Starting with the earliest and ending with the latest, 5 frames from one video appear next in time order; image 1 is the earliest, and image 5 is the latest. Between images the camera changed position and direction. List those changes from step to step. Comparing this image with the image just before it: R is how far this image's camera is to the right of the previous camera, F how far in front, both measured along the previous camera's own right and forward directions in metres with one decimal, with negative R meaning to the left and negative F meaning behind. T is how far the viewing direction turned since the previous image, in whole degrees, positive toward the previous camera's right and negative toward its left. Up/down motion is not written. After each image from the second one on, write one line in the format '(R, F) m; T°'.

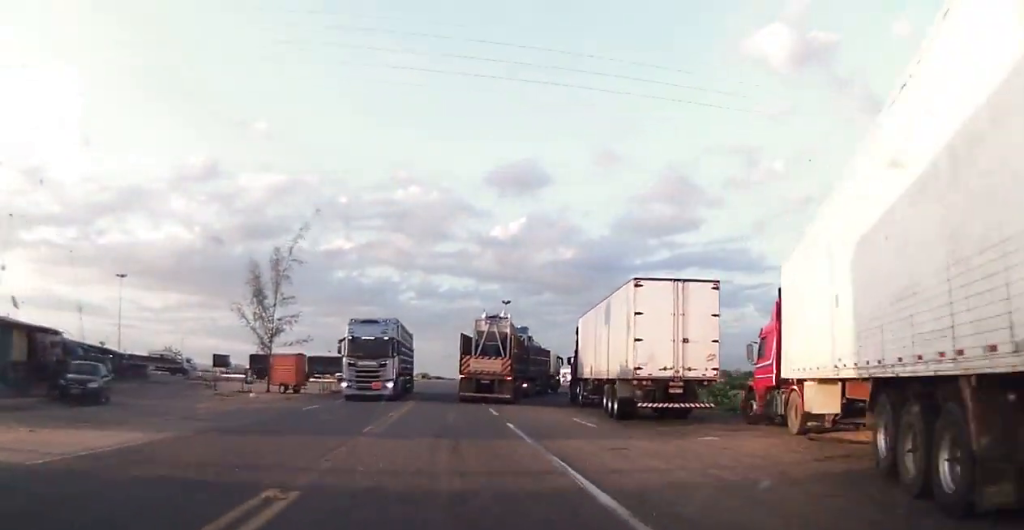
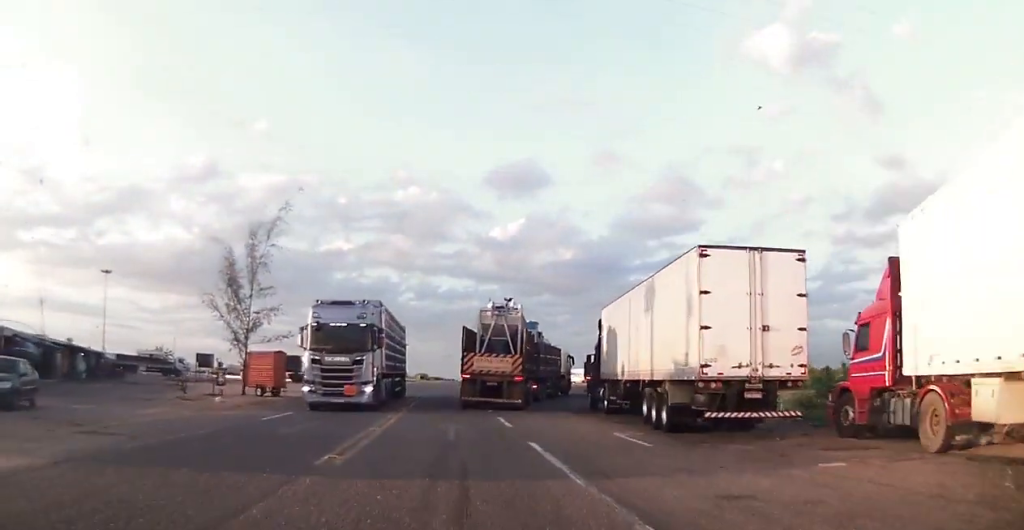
(0.0, +5.8) m; +1°
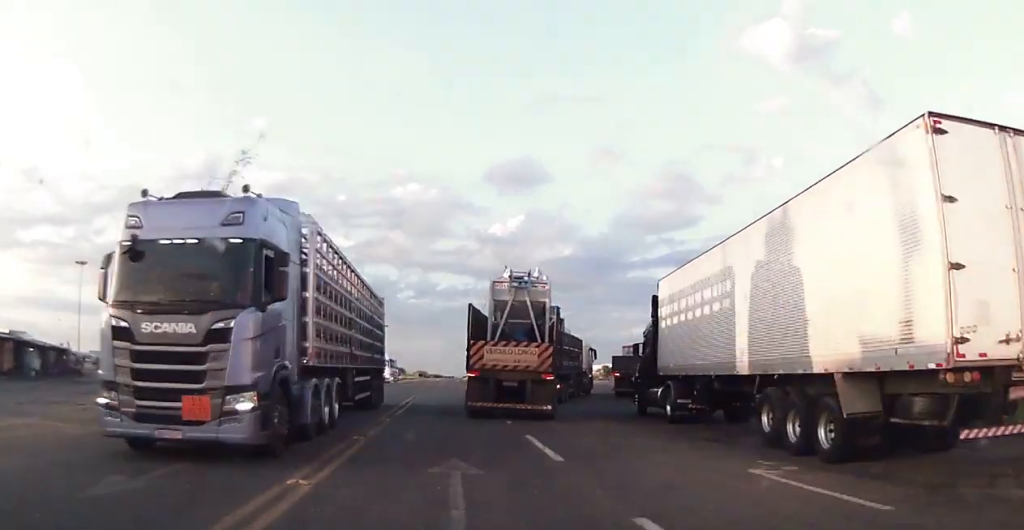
(+0.1, +9.7) m; +1°
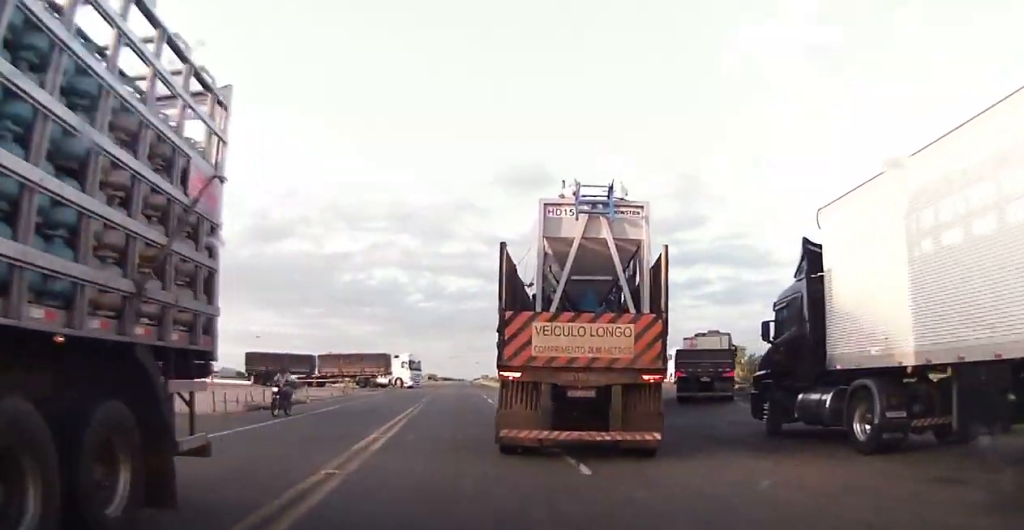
(0.0, +11.9) m; -2°
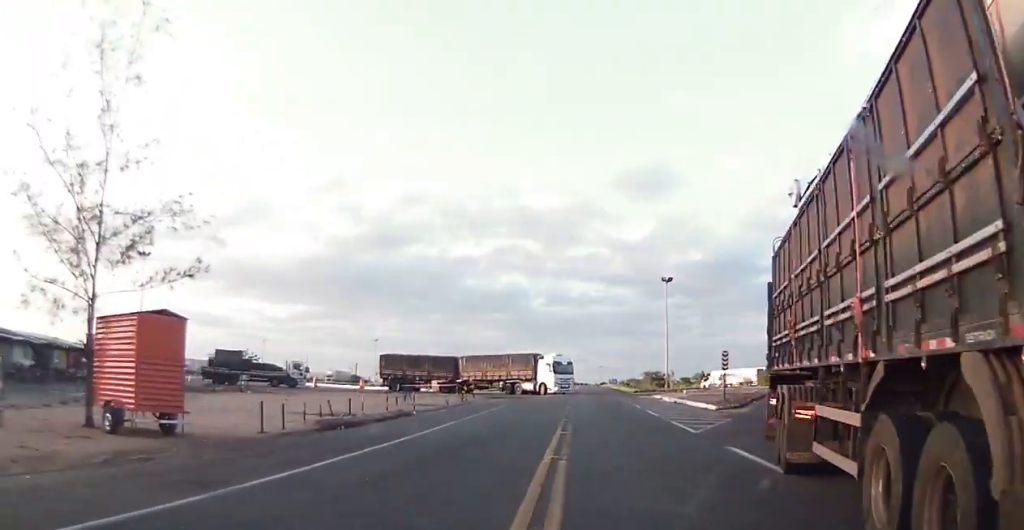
(-0.6, +10.3) m; -5°
